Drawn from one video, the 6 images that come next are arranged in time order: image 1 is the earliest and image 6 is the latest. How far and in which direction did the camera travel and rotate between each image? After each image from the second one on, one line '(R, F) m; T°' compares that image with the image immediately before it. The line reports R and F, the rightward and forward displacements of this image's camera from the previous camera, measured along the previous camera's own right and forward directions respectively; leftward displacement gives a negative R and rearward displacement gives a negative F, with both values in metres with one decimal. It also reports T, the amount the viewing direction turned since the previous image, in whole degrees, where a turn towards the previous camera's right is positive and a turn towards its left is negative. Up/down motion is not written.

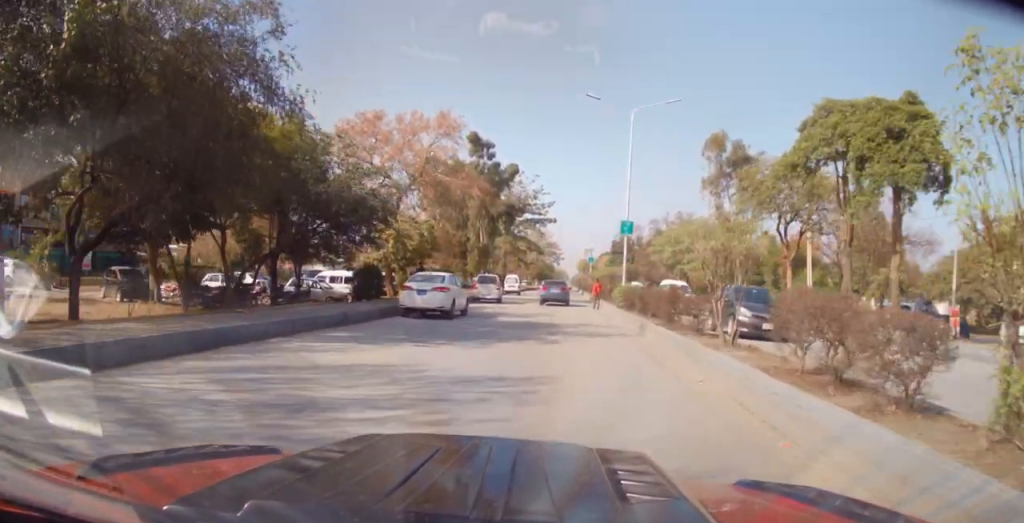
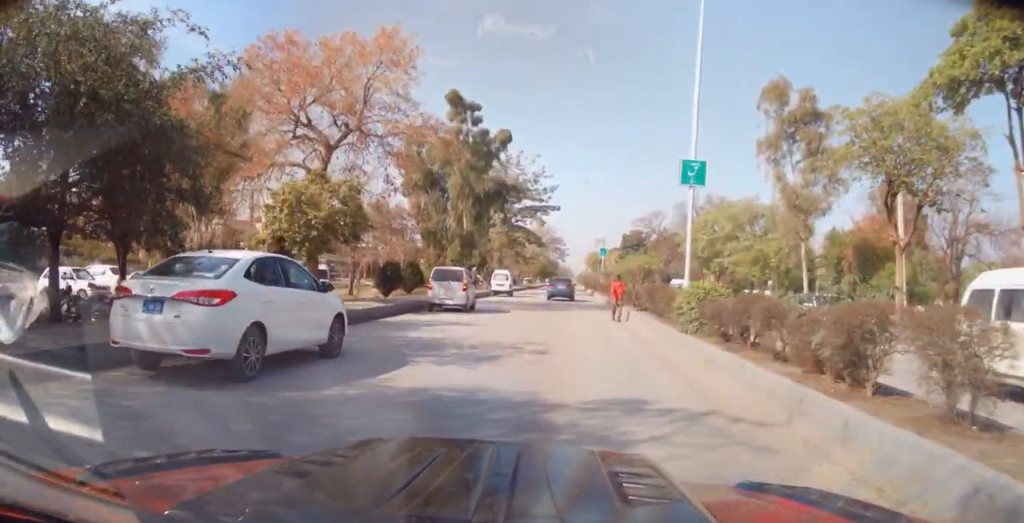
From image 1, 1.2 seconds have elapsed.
(+0.5, +13.6) m; -1°
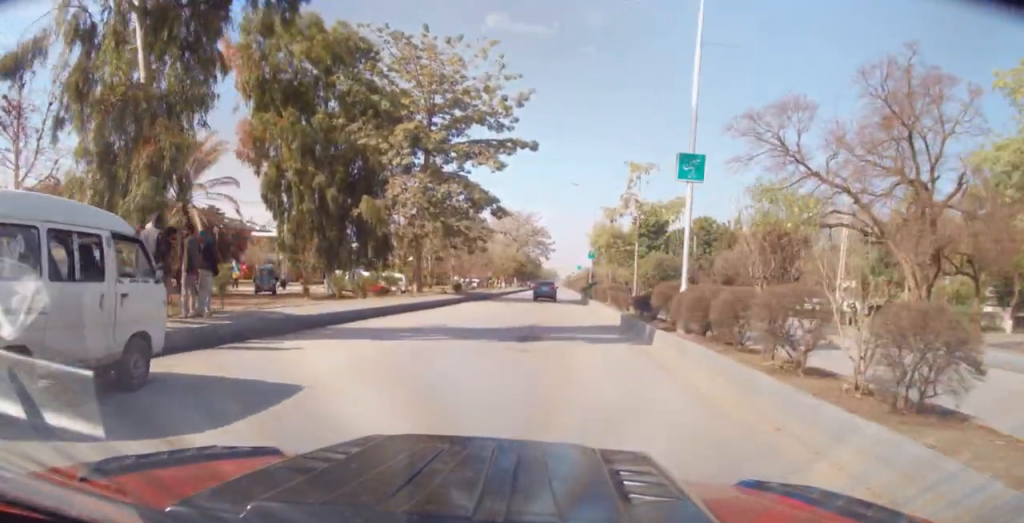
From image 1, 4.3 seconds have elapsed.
(-0.5, +40.0) m; +1°
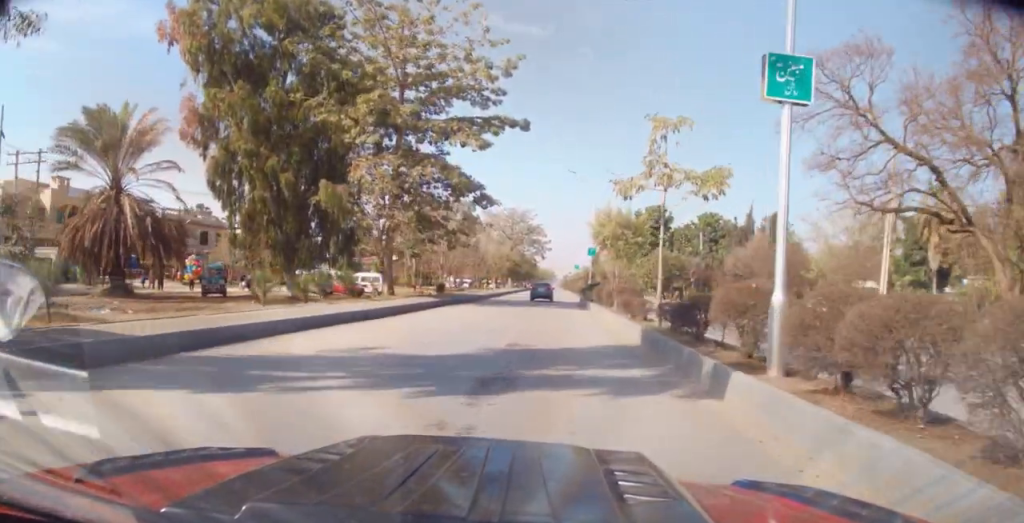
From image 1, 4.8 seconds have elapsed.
(0.0, +6.2) m; +1°
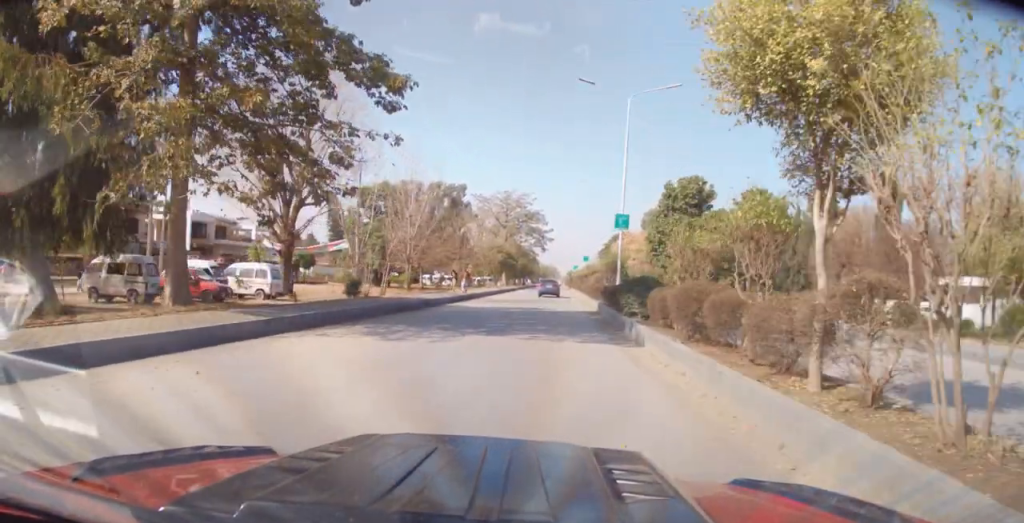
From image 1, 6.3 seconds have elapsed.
(+0.2, +20.5) m; -1°
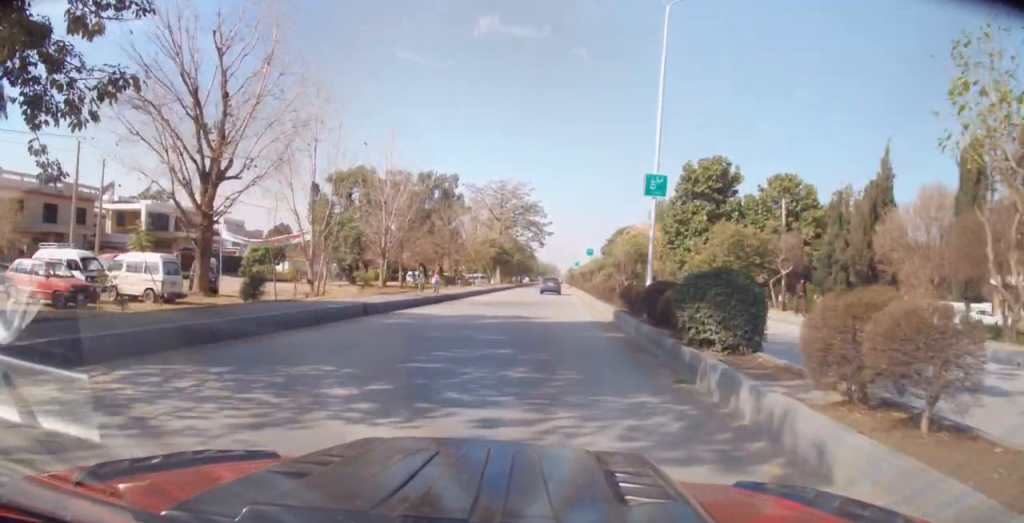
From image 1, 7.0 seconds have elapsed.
(-0.4, +9.4) m; -1°
